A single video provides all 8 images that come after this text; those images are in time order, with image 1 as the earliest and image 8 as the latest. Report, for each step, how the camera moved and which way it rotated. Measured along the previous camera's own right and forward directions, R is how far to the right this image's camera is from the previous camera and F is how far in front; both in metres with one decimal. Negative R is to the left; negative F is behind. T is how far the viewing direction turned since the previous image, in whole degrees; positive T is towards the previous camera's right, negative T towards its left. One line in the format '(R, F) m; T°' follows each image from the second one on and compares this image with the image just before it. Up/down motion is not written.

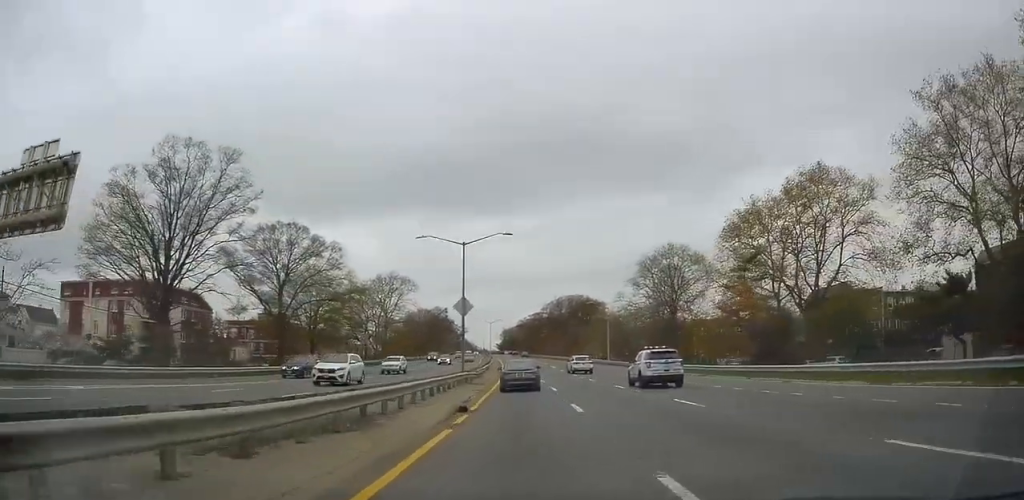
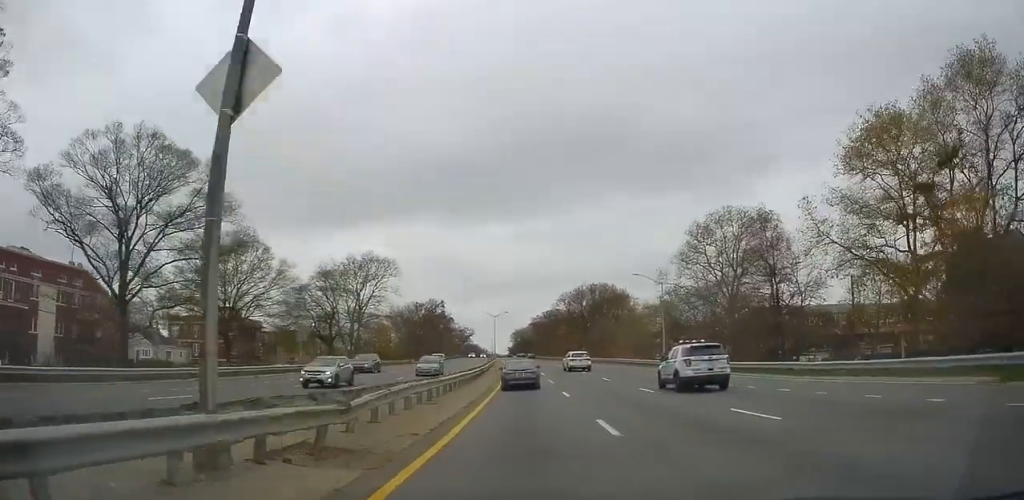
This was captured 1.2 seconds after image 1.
(-0.3, +28.4) m; -1°
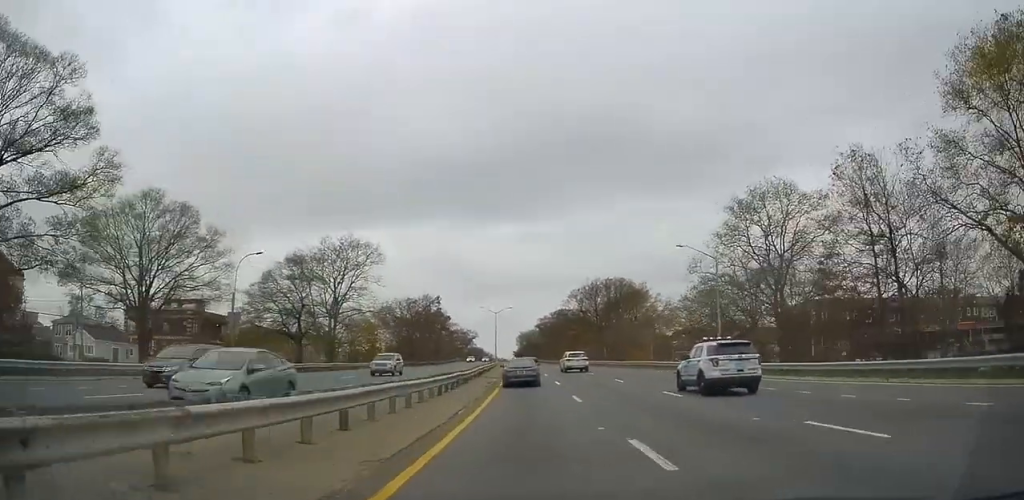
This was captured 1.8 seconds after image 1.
(-0.2, +15.7) m; 0°
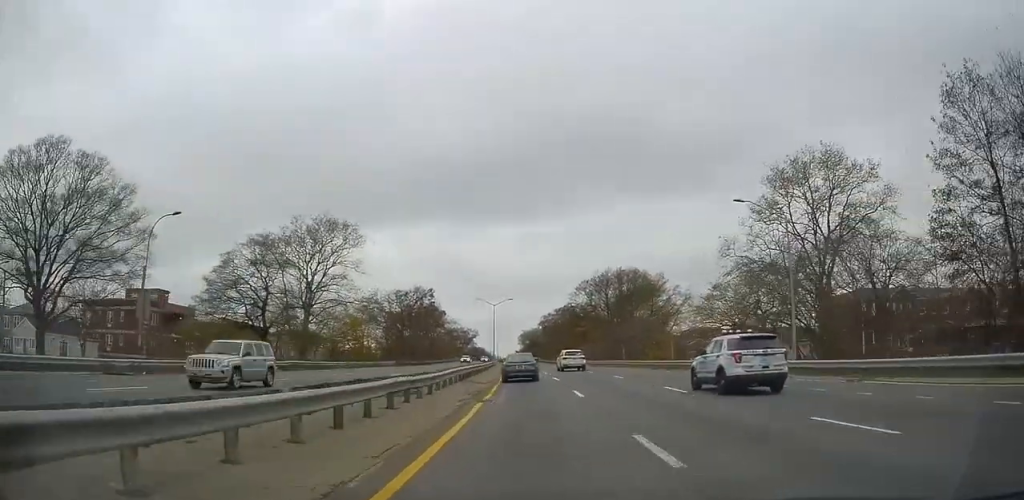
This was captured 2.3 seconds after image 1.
(-0.3, +12.1) m; 0°
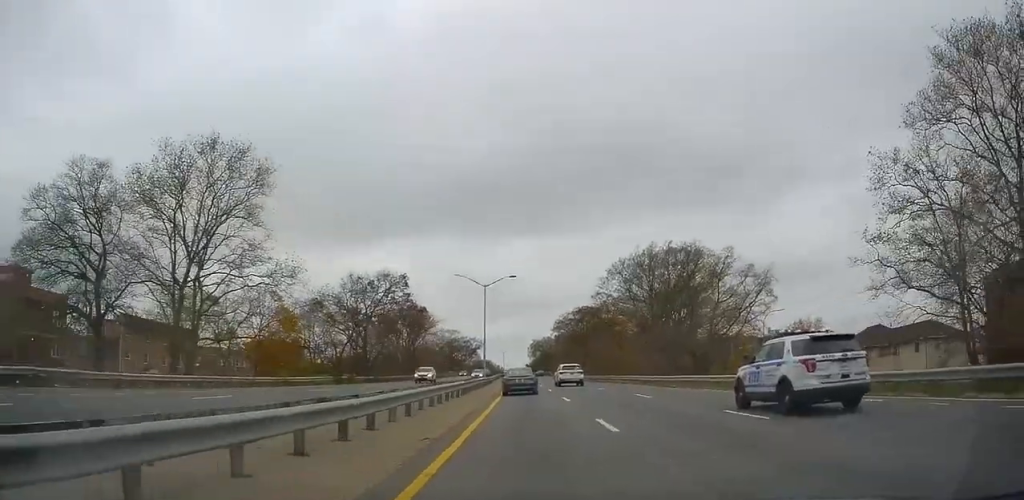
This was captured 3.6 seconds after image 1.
(+0.2, +31.1) m; -1°
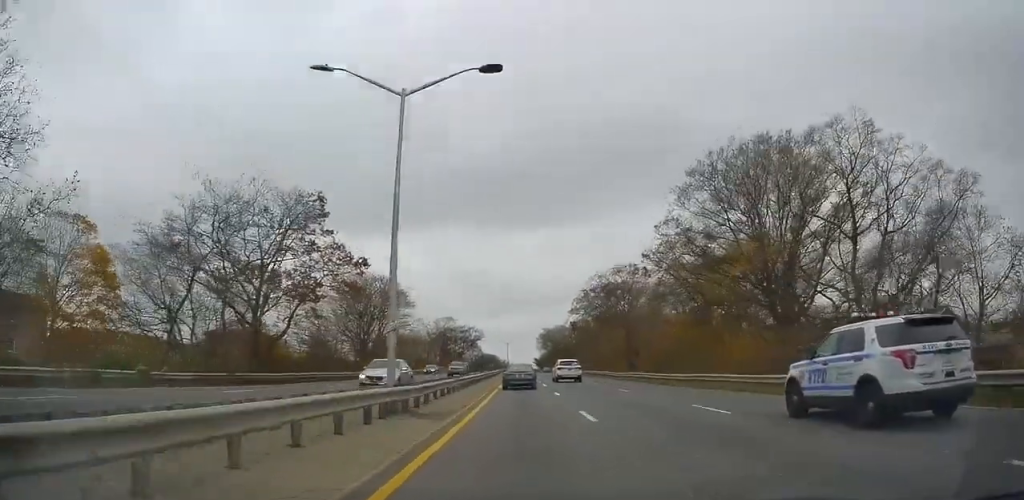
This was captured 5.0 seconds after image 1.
(-0.8, +34.0) m; -1°
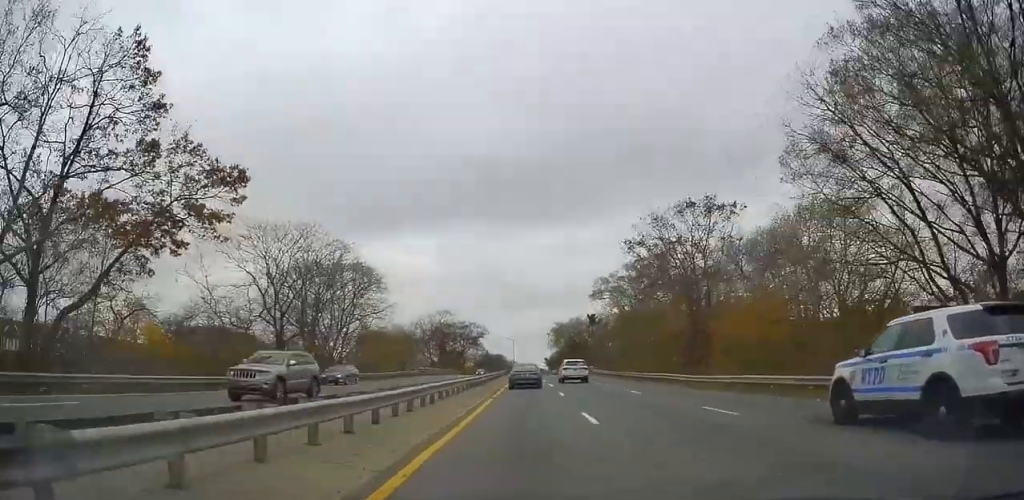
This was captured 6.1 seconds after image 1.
(+0.2, +23.9) m; 0°
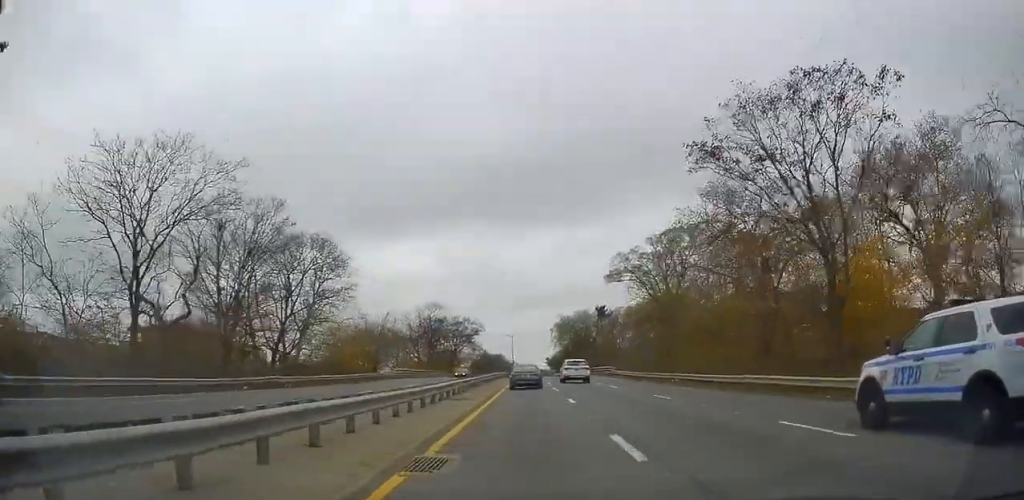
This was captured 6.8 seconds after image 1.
(-0.1, +16.9) m; 0°
